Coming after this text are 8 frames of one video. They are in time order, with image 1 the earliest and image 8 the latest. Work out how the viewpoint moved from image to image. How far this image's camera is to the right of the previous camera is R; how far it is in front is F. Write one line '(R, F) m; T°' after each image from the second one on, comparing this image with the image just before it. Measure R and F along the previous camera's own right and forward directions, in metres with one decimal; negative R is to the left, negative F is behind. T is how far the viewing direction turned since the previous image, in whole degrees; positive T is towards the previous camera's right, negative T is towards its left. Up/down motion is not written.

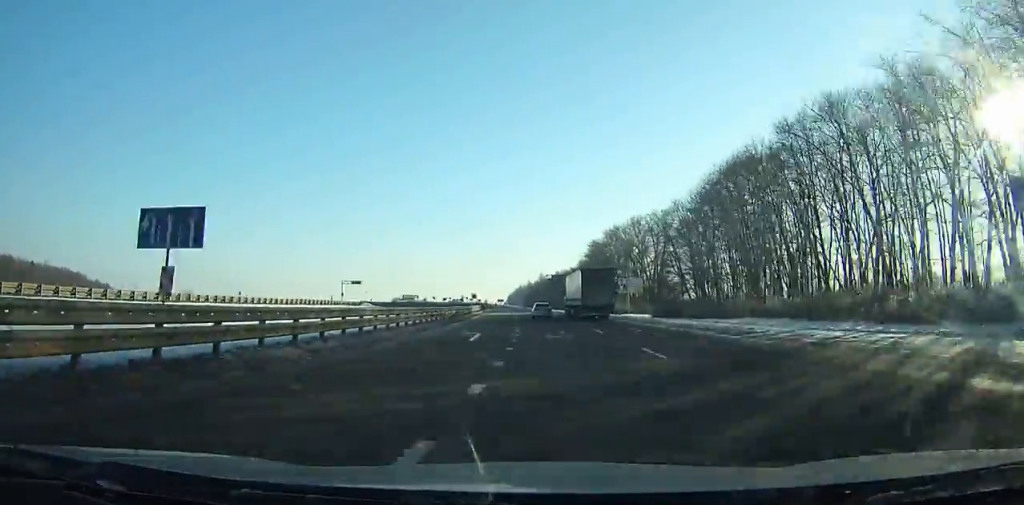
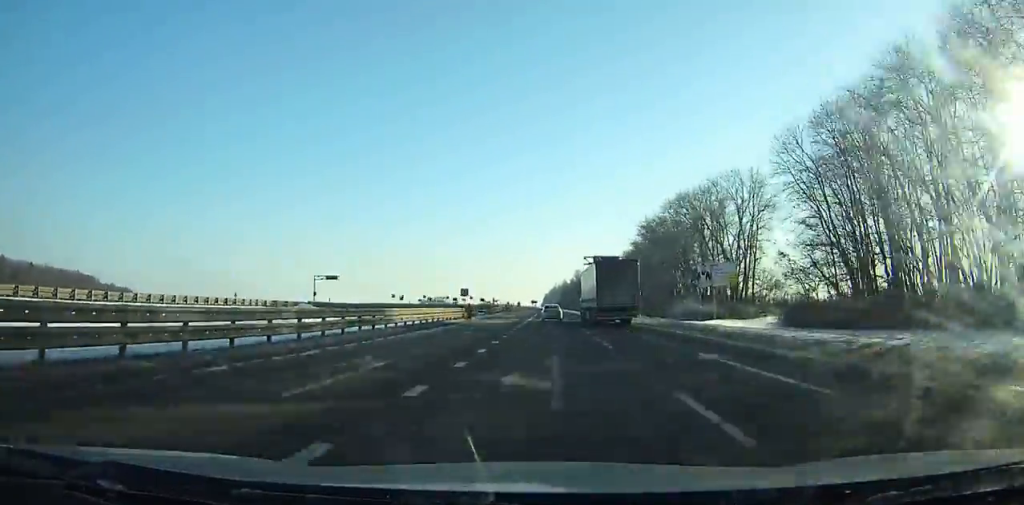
(-0.4, +43.2) m; -2°
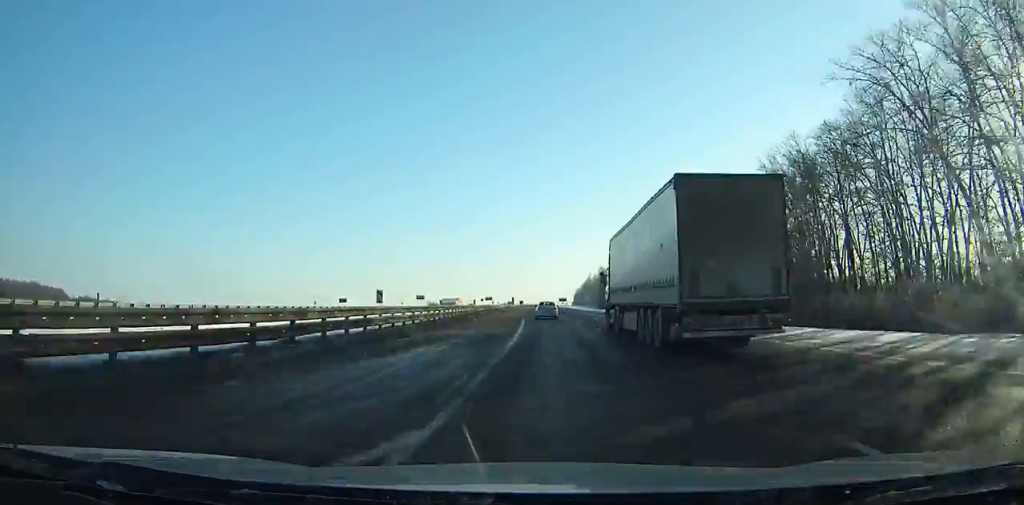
(-4.7, +110.5) m; -4°
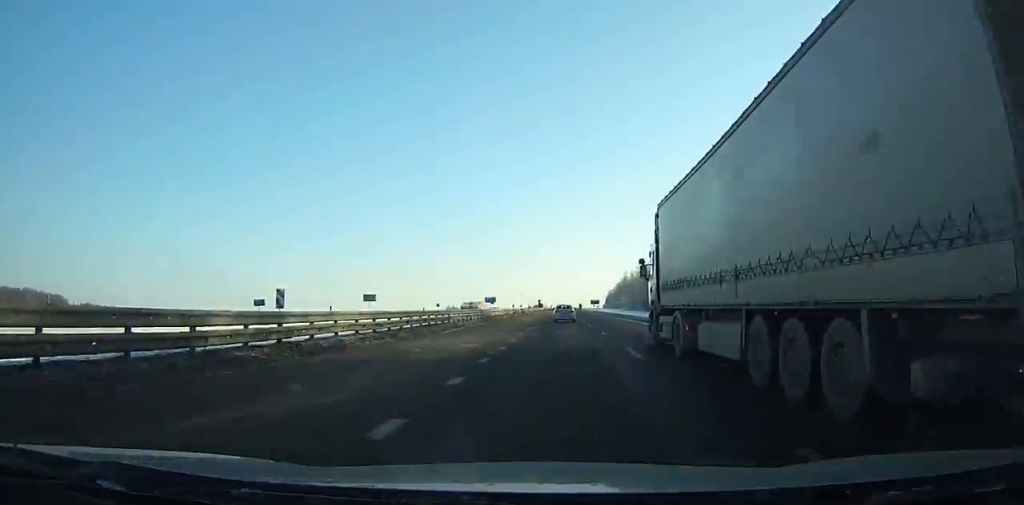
(-0.8, +49.1) m; -1°
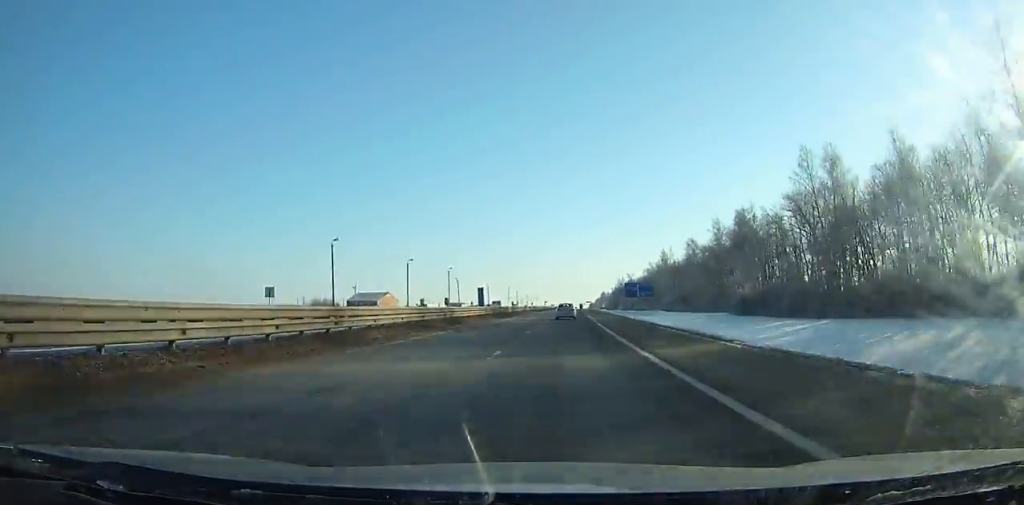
(+1.5, +249.8) m; +2°
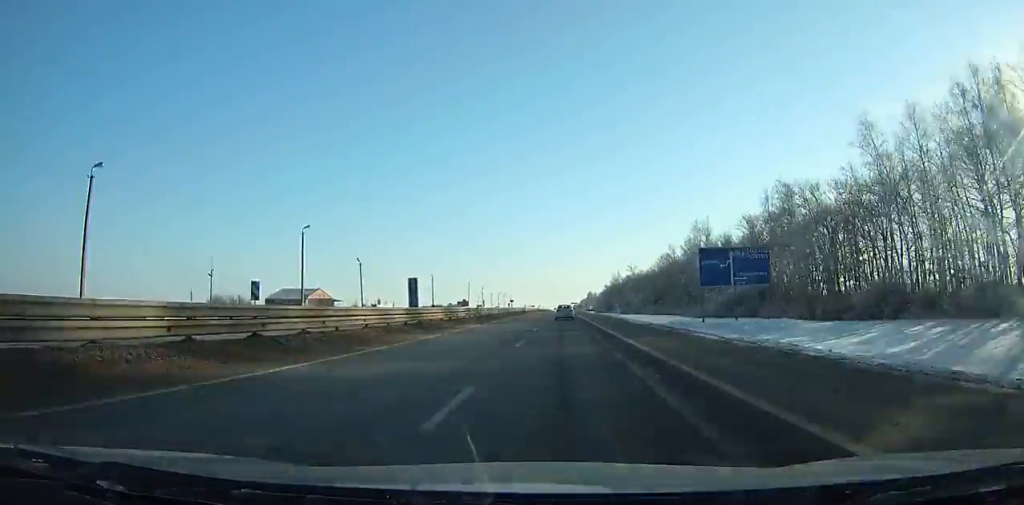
(+0.5, +66.1) m; +1°
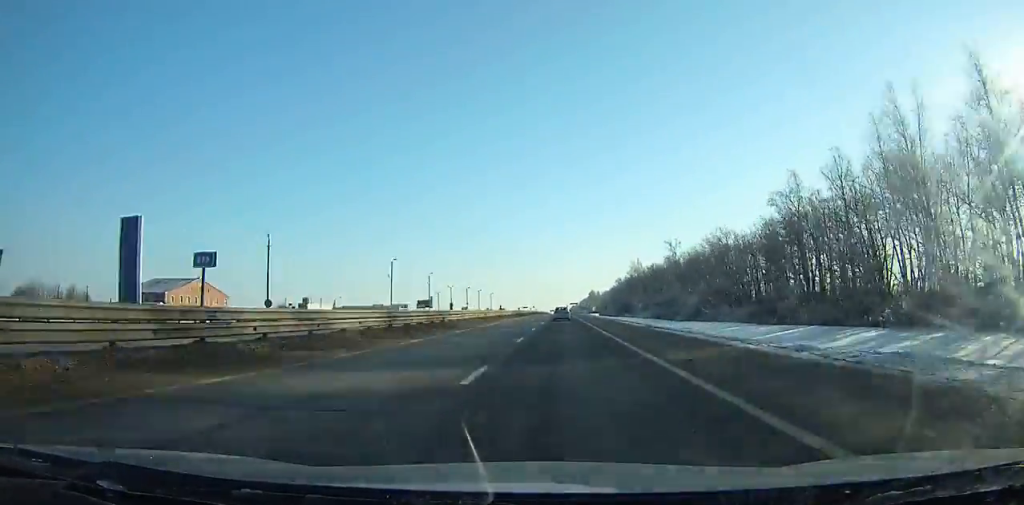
(+0.7, +80.8) m; +1°
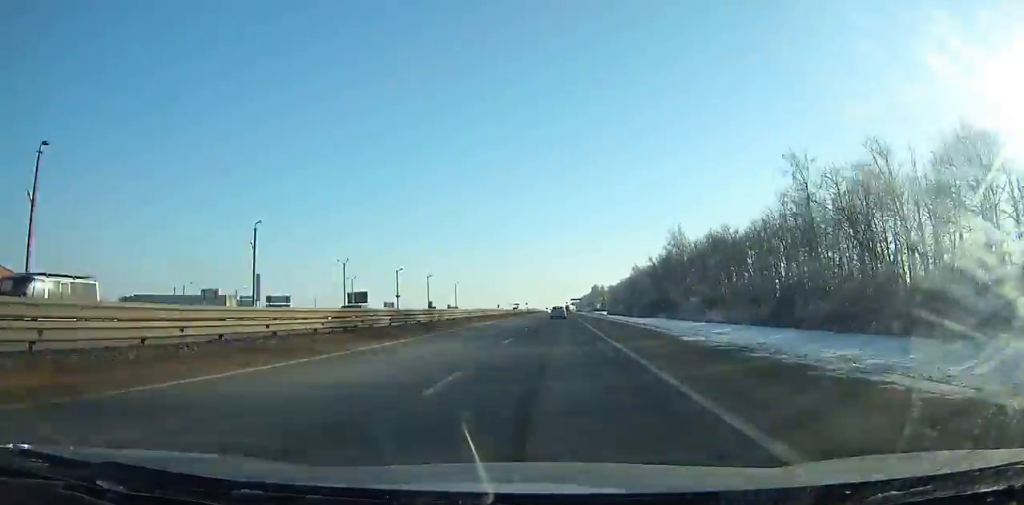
(+0.2, +74.8) m; 0°
